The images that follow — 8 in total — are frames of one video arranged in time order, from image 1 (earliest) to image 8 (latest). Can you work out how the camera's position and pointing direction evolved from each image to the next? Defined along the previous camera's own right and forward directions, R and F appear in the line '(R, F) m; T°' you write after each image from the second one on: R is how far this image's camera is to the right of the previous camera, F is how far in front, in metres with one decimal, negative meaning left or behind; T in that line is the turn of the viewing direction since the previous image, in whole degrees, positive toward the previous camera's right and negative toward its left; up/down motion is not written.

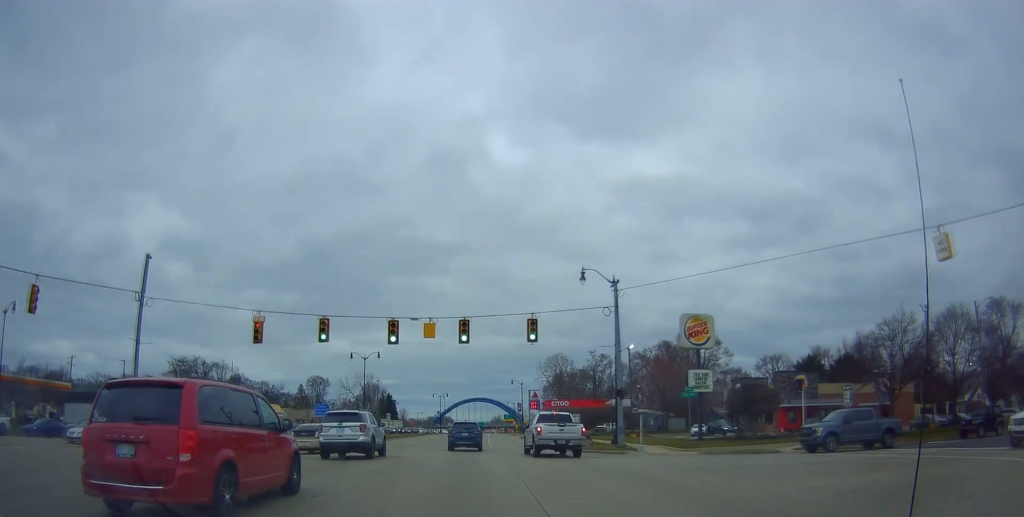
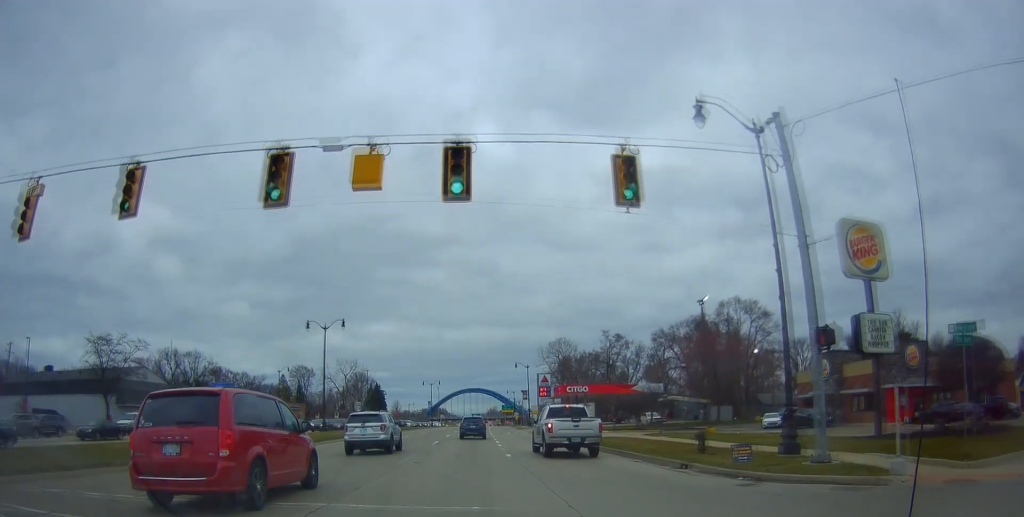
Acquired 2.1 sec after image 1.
(-1.7, +16.6) m; -2°
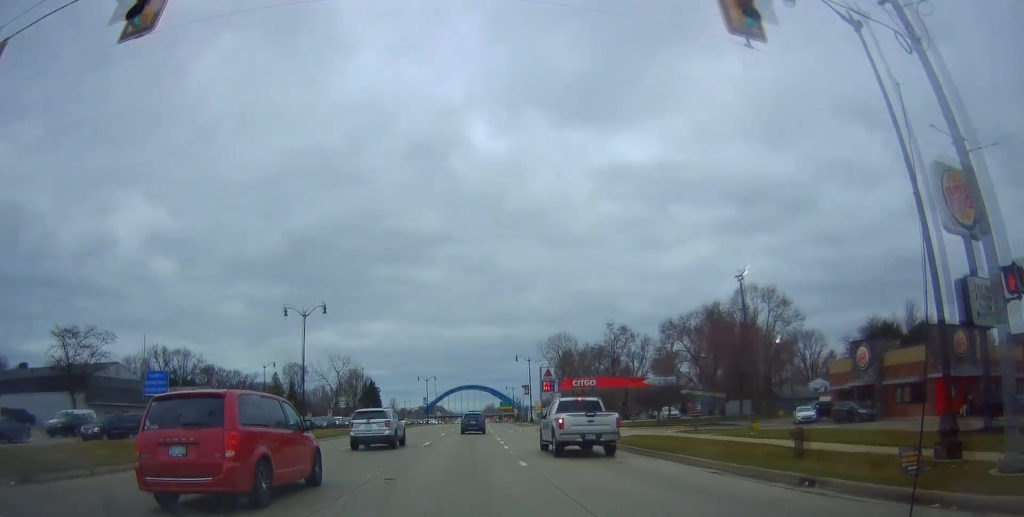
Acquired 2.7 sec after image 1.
(+0.3, +5.8) m; -1°
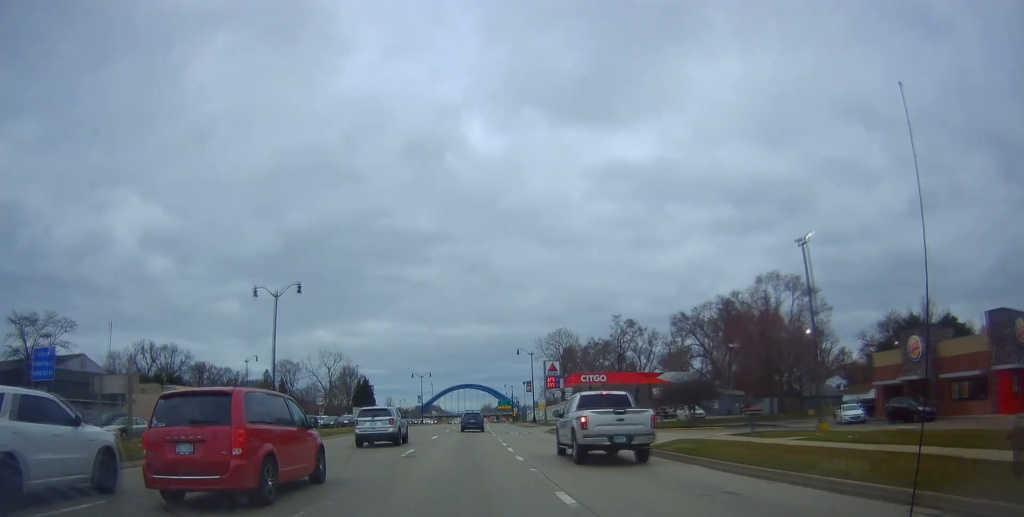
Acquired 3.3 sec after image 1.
(-0.3, +6.8) m; 0°
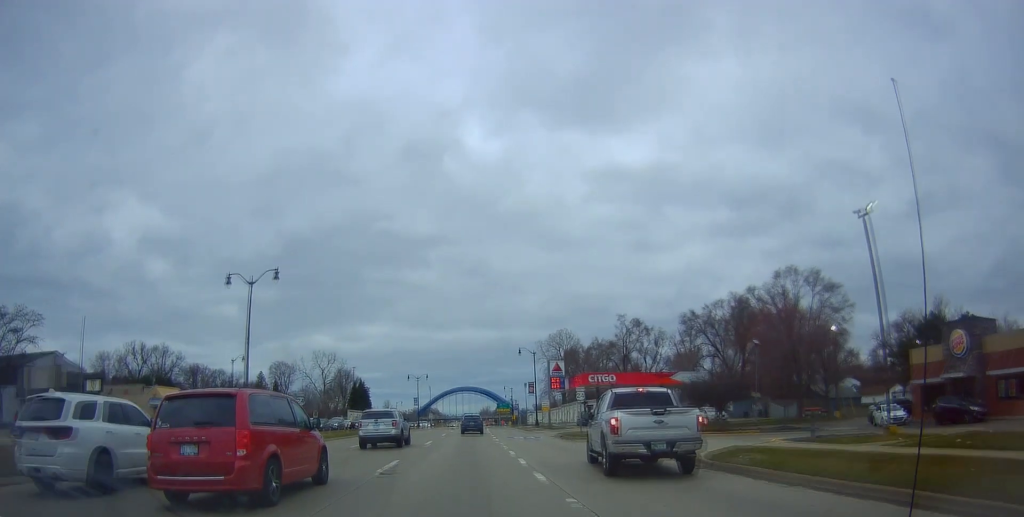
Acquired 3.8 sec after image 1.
(-0.3, +4.8) m; 0°
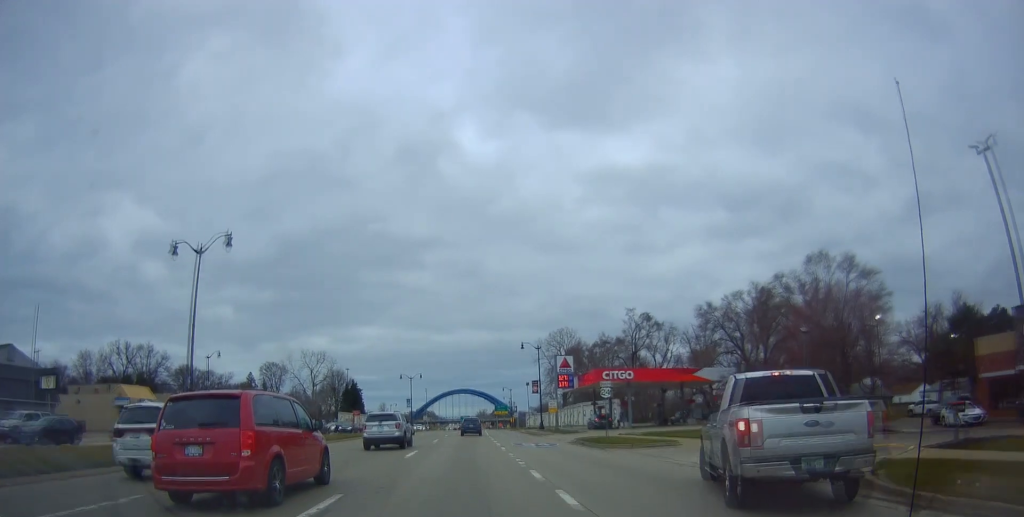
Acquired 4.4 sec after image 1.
(+0.4, +7.5) m; +1°
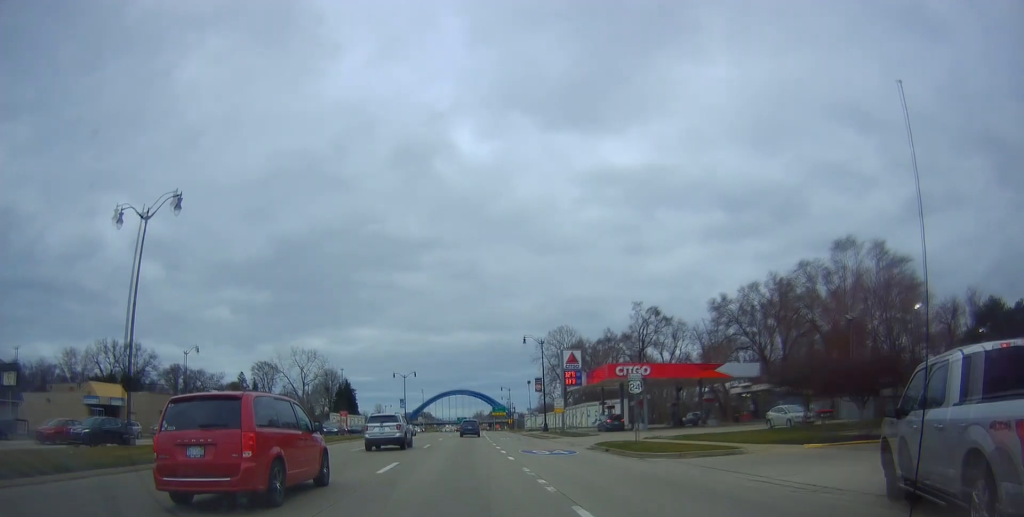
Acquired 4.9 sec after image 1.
(+0.2, +5.6) m; +1°
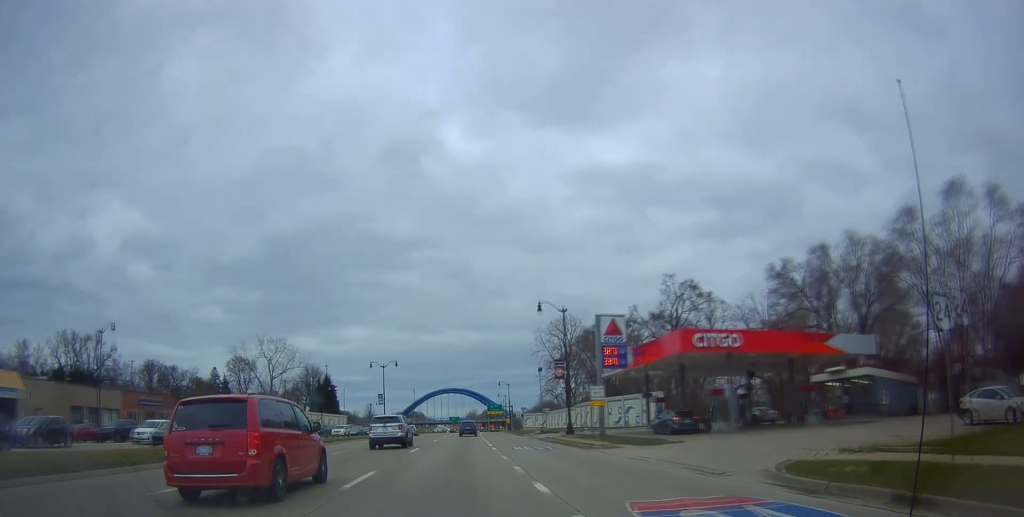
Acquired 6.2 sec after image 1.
(-0.8, +17.6) m; -2°
